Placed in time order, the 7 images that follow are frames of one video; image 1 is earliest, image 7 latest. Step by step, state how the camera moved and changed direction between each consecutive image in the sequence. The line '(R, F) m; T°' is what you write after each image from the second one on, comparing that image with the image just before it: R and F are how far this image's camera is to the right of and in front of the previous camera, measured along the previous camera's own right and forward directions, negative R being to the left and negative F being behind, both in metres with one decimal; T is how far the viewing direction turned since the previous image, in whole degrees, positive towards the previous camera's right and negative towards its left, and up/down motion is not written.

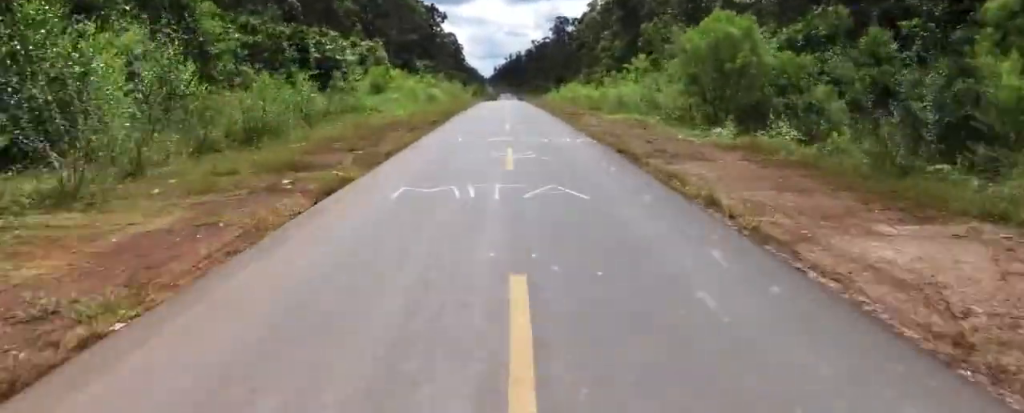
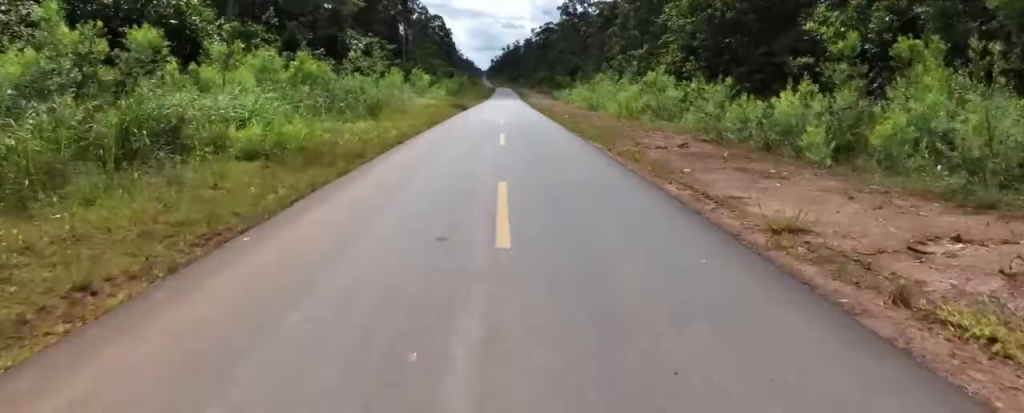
(-1.0, +36.8) m; +1°
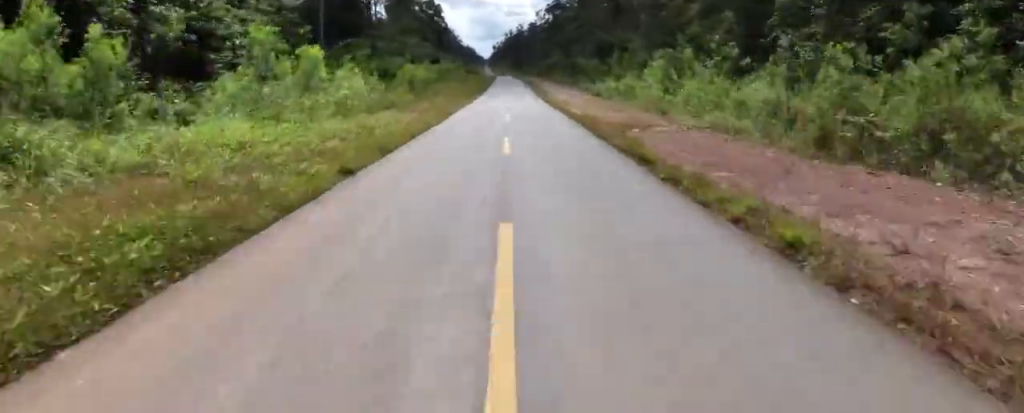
(+1.0, +35.4) m; +2°
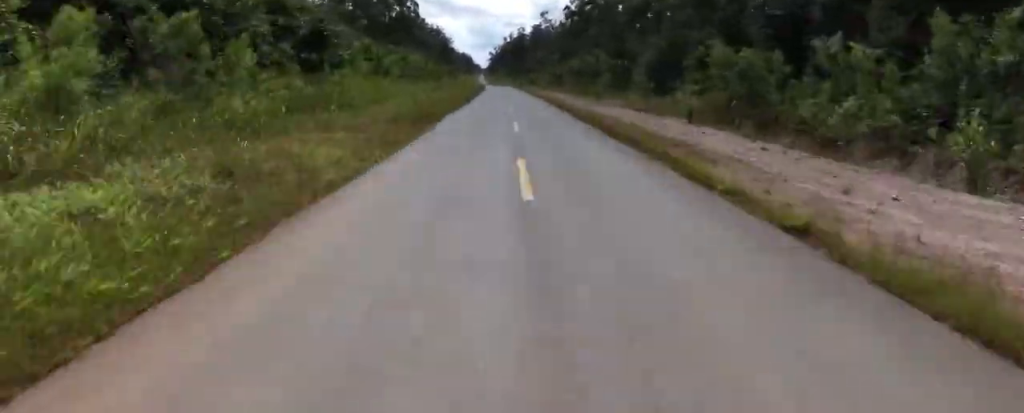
(-0.3, +63.1) m; 0°
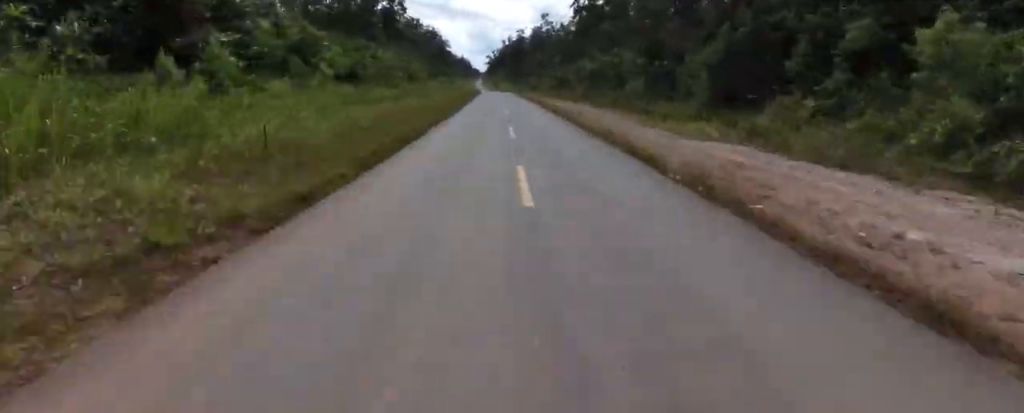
(+0.1, +17.6) m; 0°
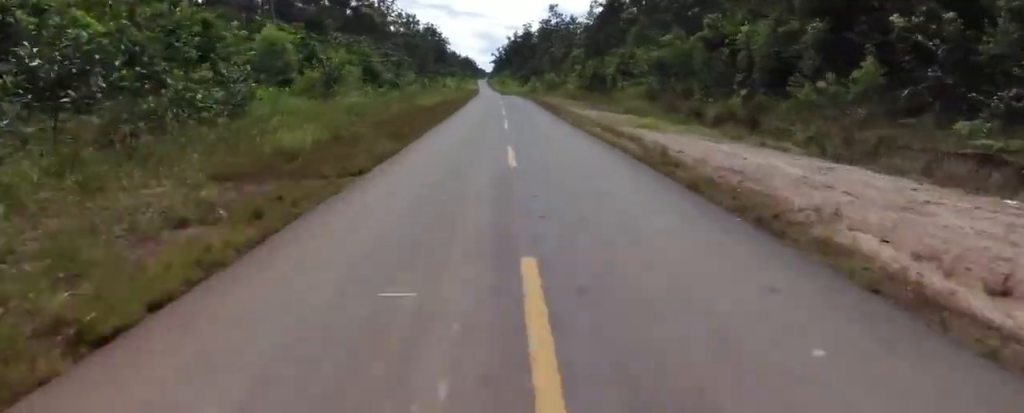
(-0.2, +28.8) m; 0°
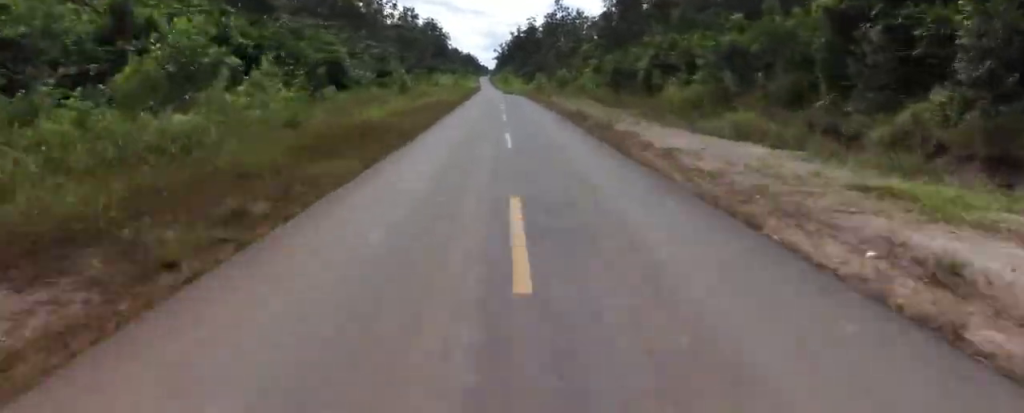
(0.0, +14.5) m; 0°
